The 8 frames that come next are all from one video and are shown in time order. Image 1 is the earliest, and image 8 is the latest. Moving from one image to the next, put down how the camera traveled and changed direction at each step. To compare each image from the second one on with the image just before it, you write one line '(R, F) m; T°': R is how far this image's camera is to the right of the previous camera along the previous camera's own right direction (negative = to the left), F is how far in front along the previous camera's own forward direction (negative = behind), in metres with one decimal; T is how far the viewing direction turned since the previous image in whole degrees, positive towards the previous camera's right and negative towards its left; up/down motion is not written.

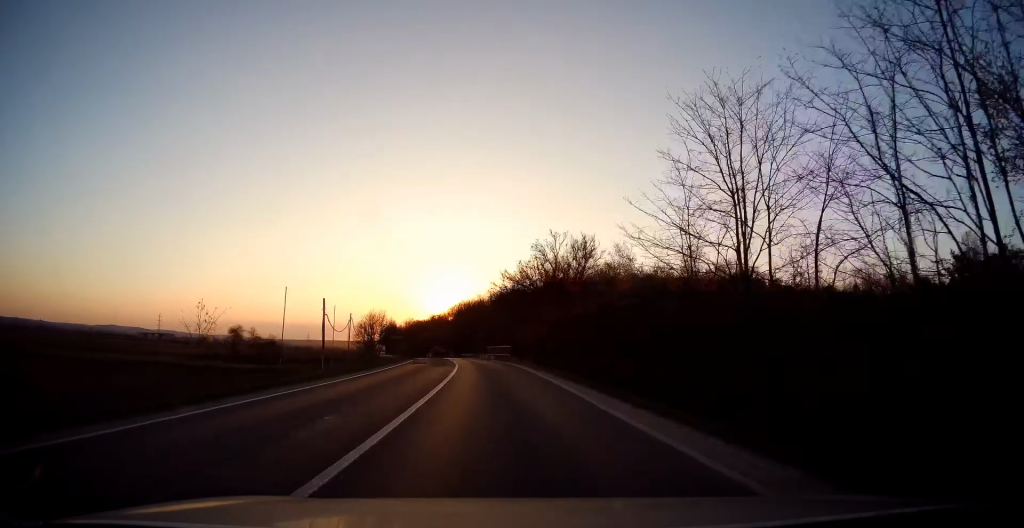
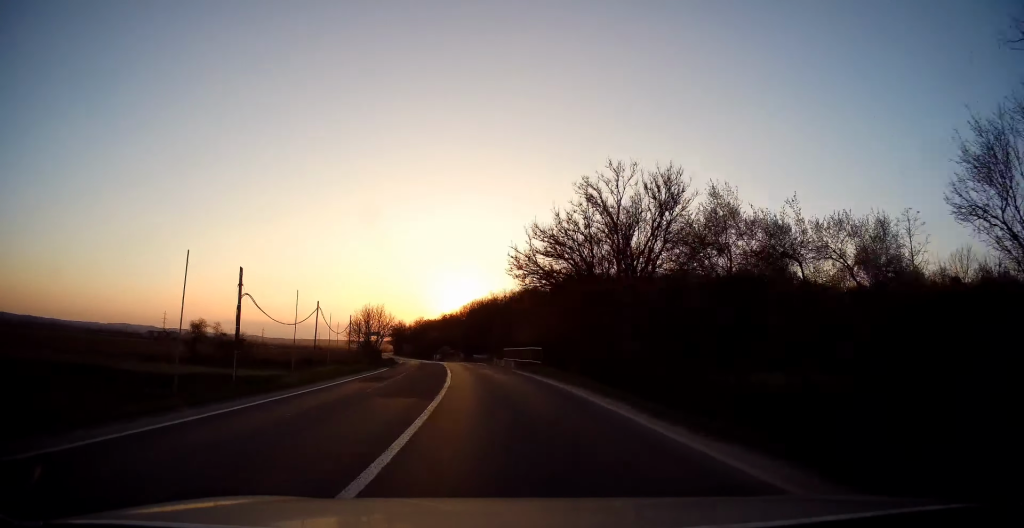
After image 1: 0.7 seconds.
(-0.2, +17.6) m; -1°
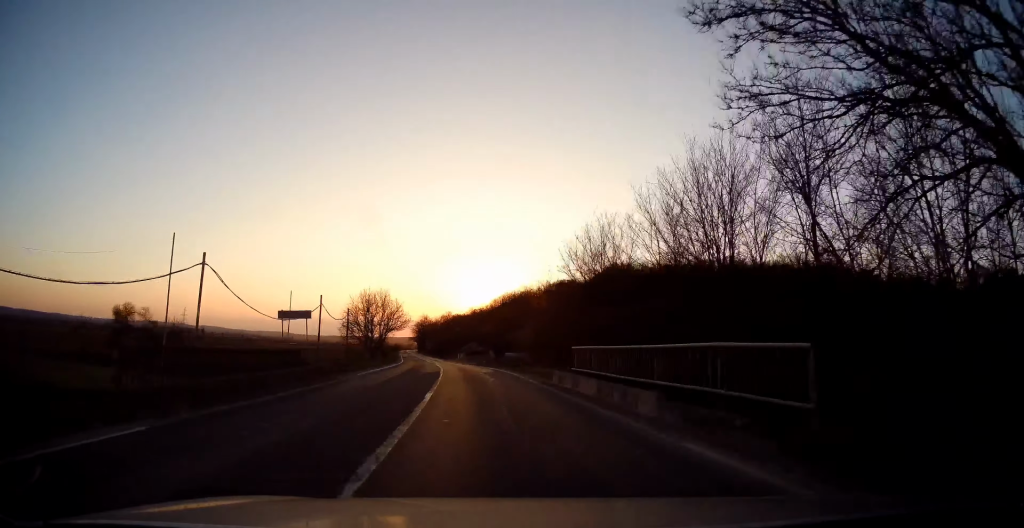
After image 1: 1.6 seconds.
(-0.5, +24.5) m; -3°
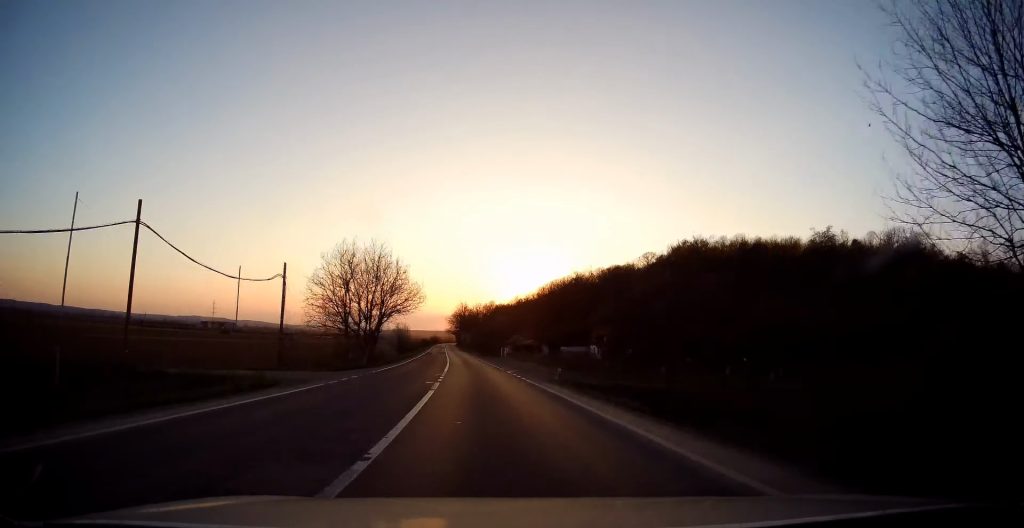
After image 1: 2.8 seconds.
(-1.3, +31.5) m; -5°
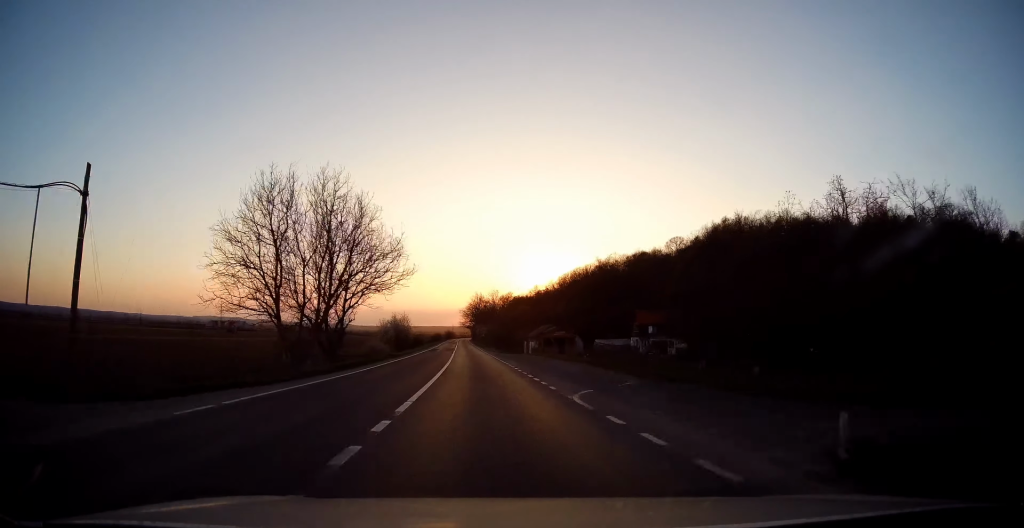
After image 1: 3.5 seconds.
(-0.5, +19.4) m; -2°
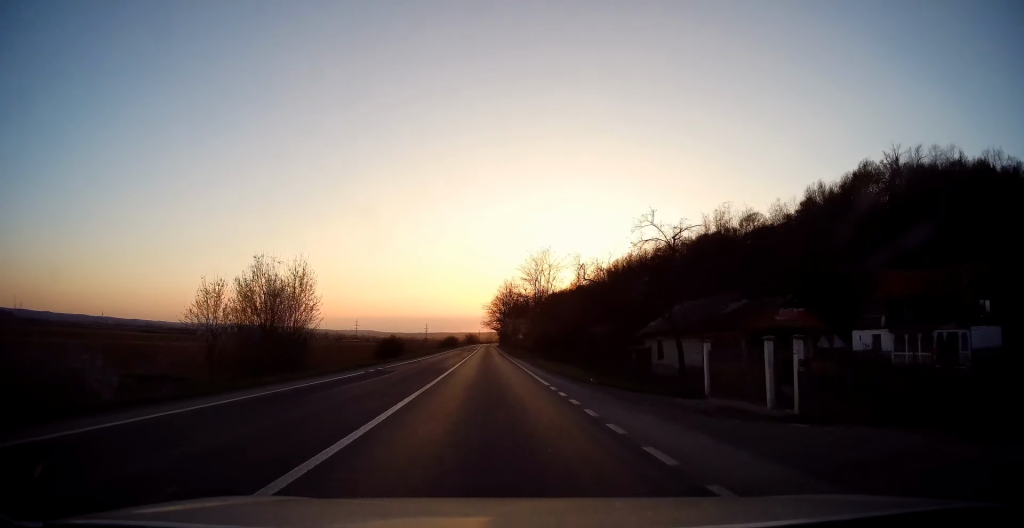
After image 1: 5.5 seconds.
(-1.9, +53.2) m; -3°
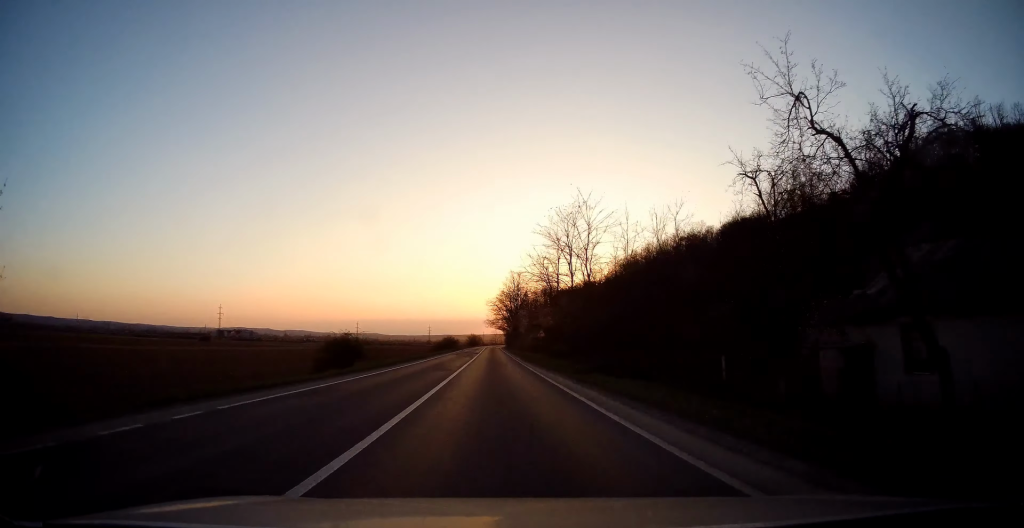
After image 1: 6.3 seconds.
(0.0, +20.5) m; -1°
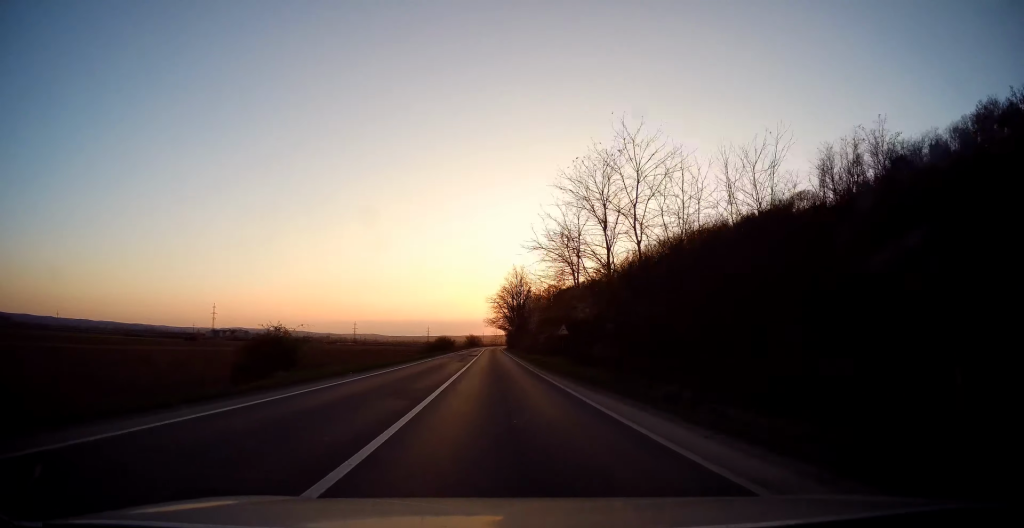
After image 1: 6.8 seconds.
(-0.3, +13.4) m; 0°
